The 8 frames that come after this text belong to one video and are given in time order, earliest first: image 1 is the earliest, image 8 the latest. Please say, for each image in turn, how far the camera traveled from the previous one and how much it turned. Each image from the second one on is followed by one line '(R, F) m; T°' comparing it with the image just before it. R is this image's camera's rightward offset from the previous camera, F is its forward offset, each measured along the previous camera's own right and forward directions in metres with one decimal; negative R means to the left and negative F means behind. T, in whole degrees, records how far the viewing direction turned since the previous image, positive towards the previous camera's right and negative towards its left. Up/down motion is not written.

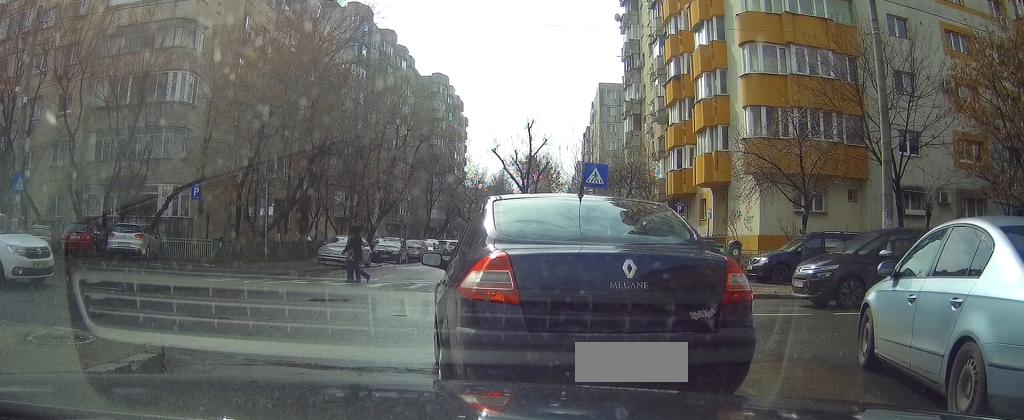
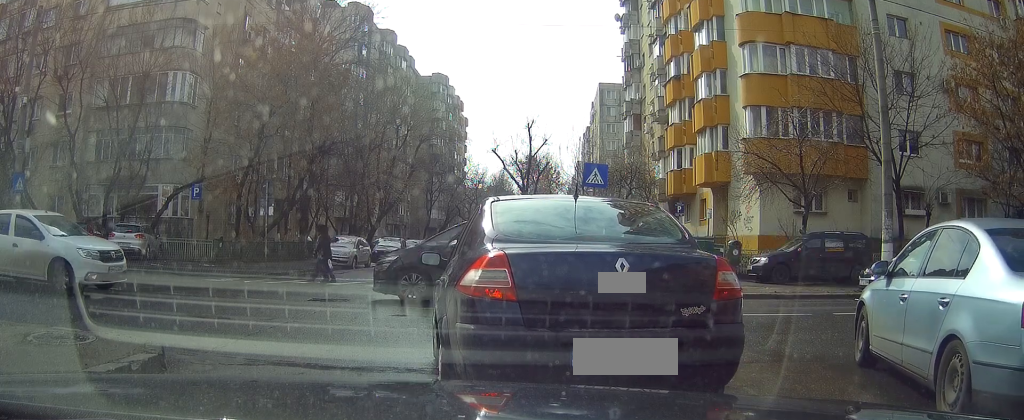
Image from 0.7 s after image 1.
(0.0, 0.0) m; 0°
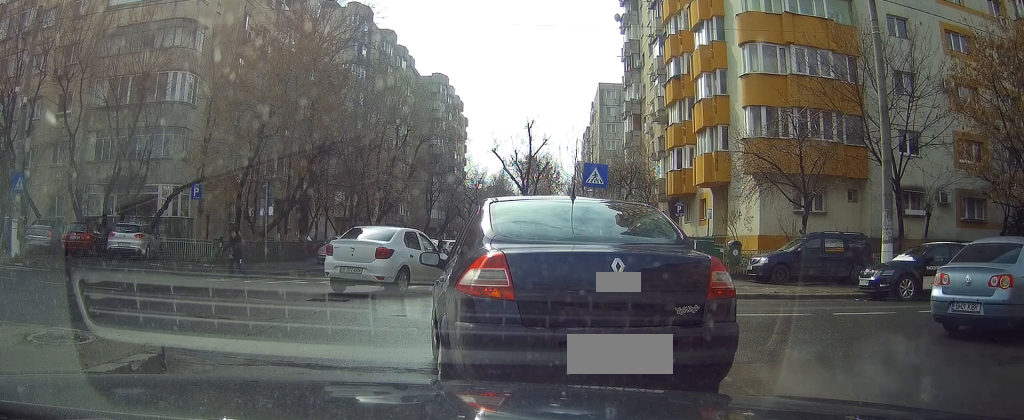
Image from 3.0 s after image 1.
(0.0, 0.0) m; 0°
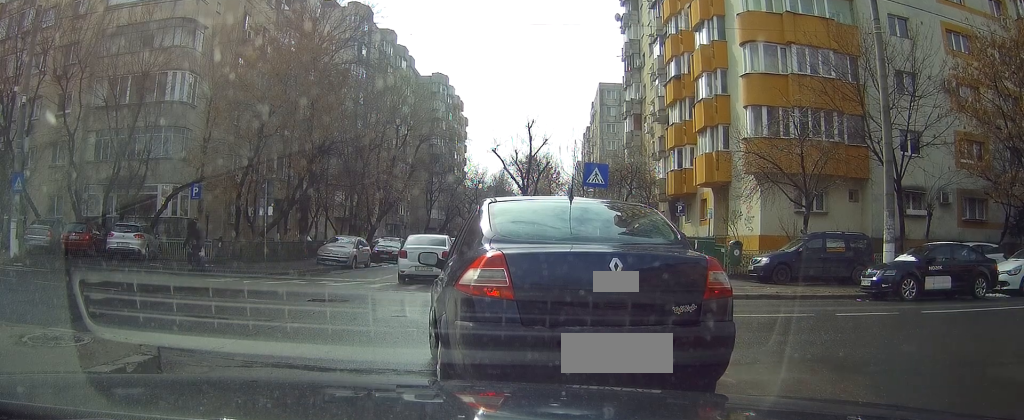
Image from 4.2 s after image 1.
(0.0, 0.0) m; 0°
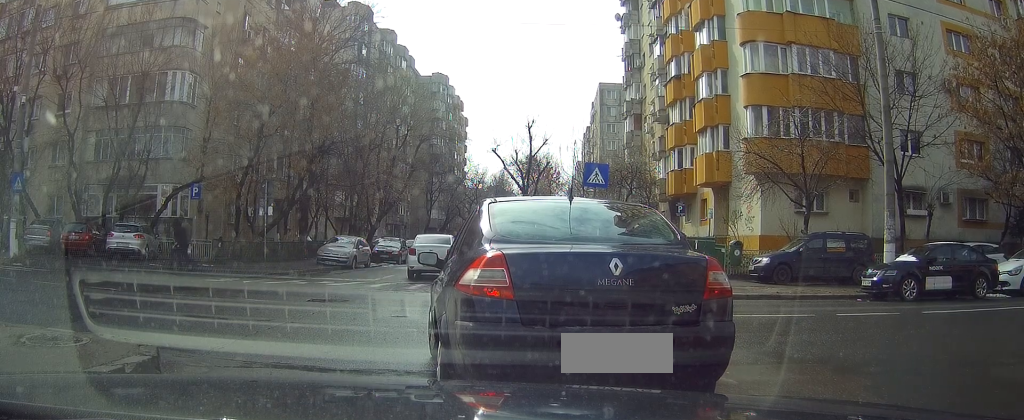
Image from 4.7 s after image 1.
(0.0, 0.0) m; 0°
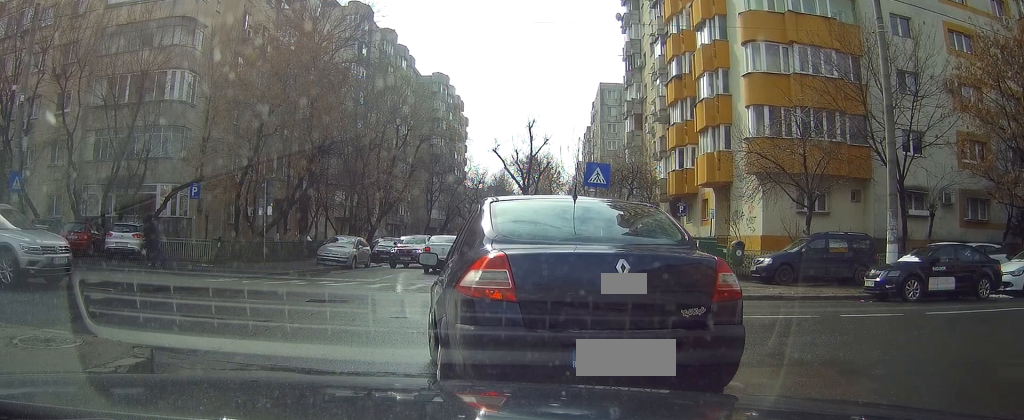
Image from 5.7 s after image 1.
(0.0, 0.0) m; 0°
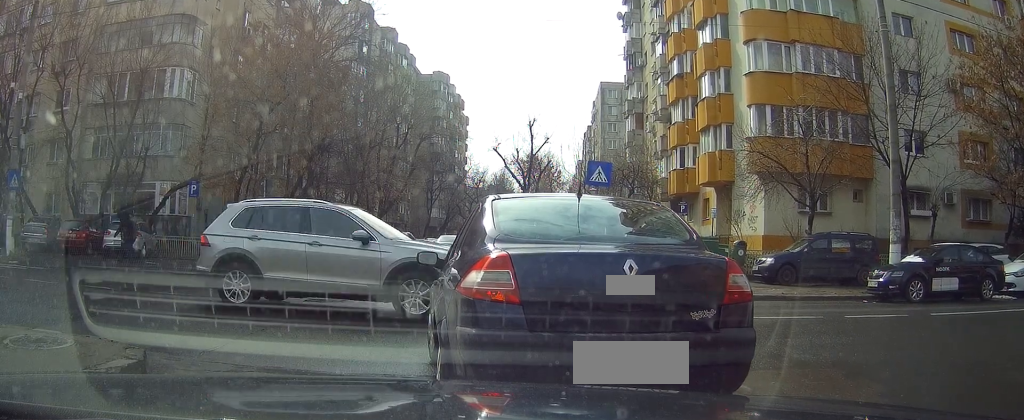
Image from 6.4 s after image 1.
(0.0, 0.0) m; 0°
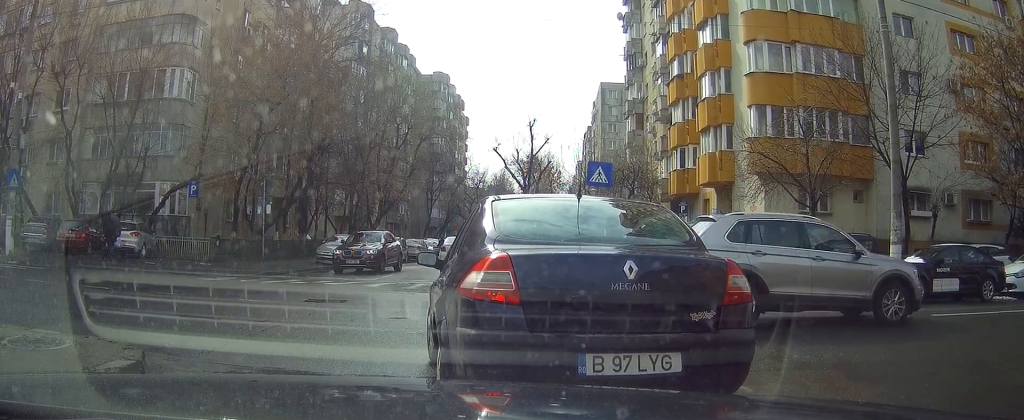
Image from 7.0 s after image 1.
(0.0, 0.0) m; 0°
